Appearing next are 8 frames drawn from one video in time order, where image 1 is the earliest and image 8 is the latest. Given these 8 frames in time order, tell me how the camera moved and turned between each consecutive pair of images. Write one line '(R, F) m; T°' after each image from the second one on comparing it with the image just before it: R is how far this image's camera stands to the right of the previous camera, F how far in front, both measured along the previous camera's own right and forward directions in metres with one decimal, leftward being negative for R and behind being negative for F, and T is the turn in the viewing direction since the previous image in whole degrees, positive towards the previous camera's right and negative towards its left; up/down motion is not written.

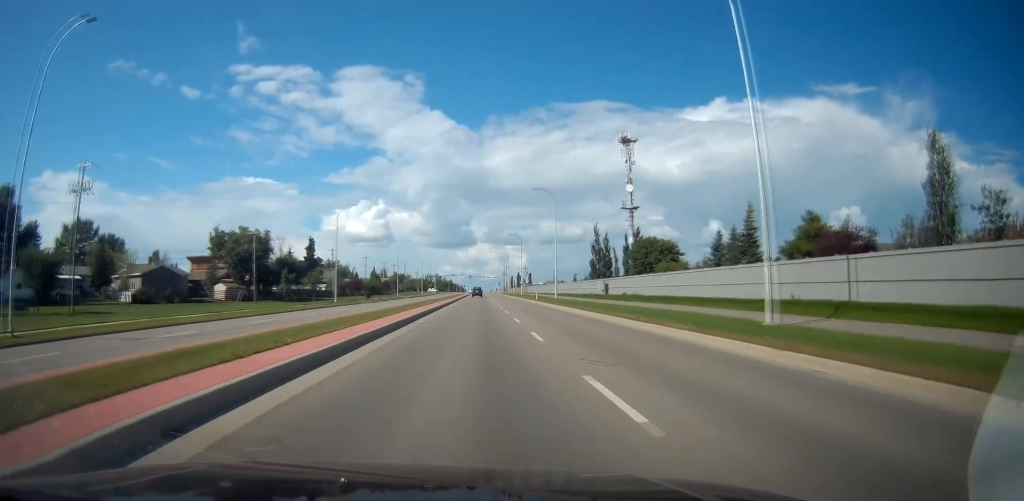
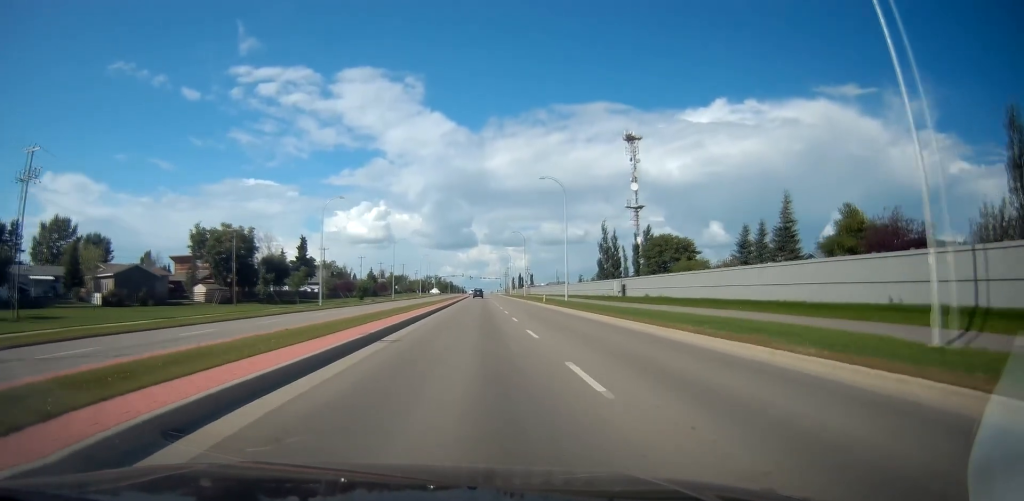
(0.0, +7.2) m; 0°
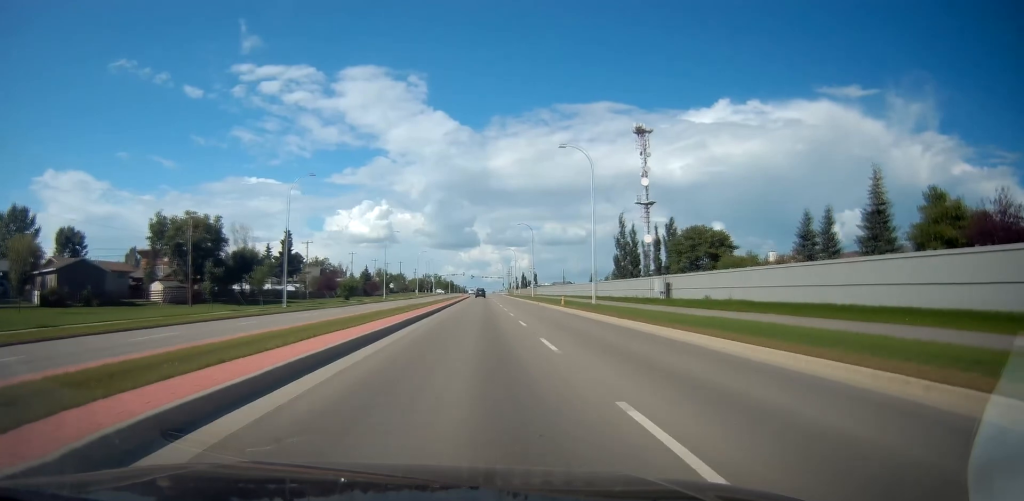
(0.0, +12.7) m; 0°
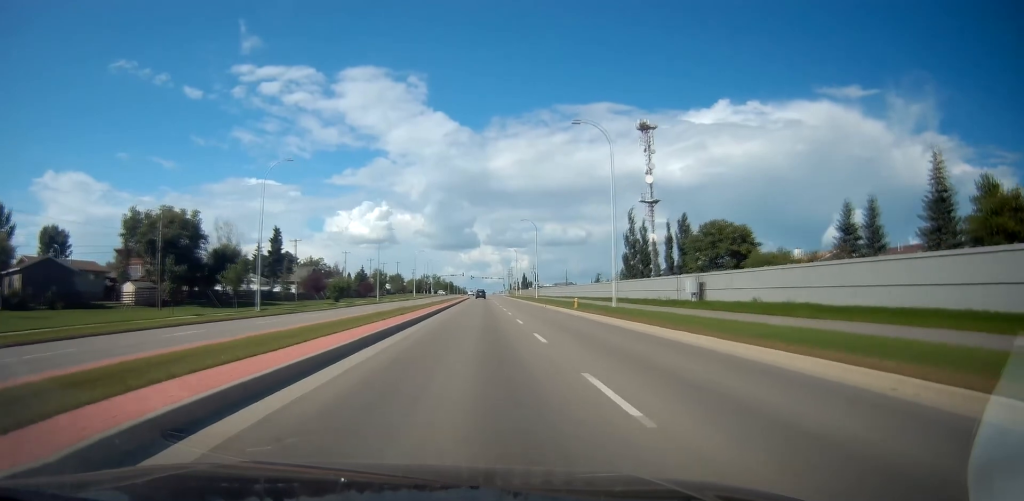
(0.0, +6.6) m; 0°
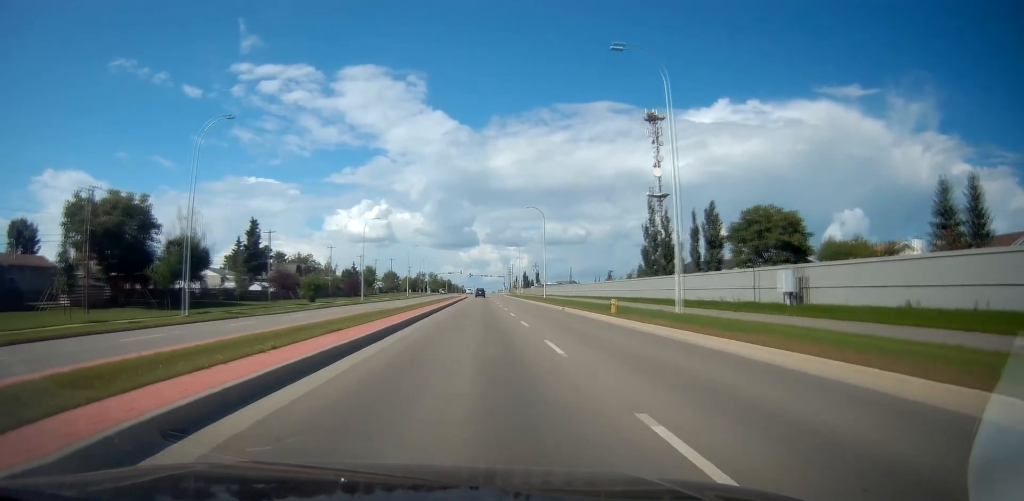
(0.0, +12.1) m; 0°
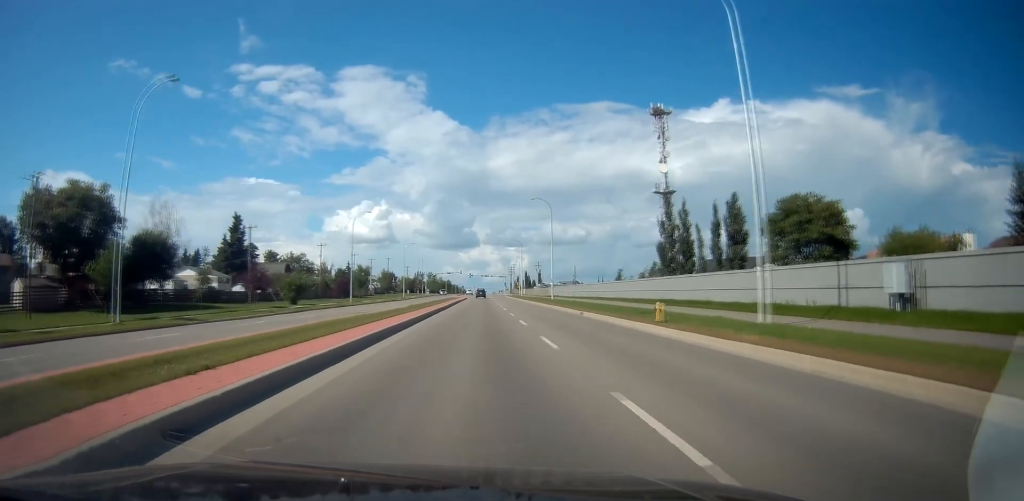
(0.0, +7.7) m; 0°
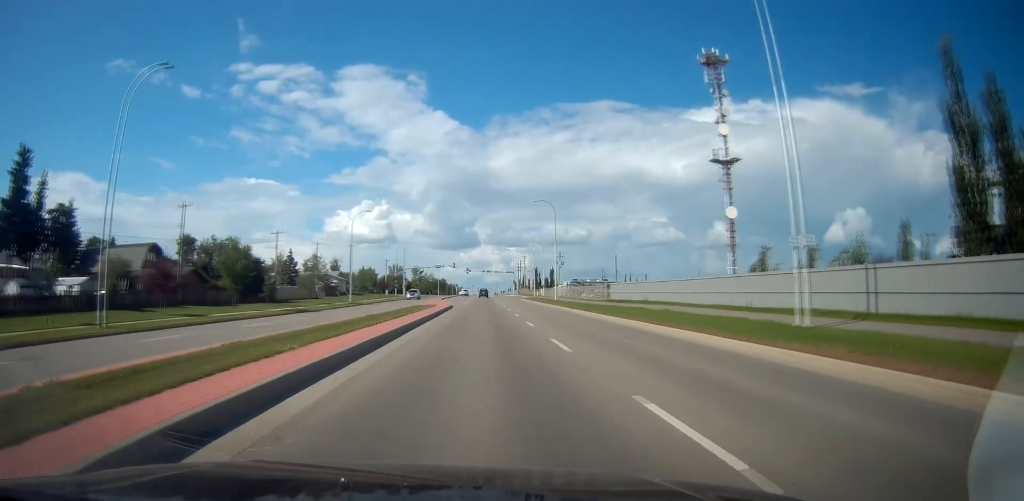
(0.0, +54.5) m; 0°
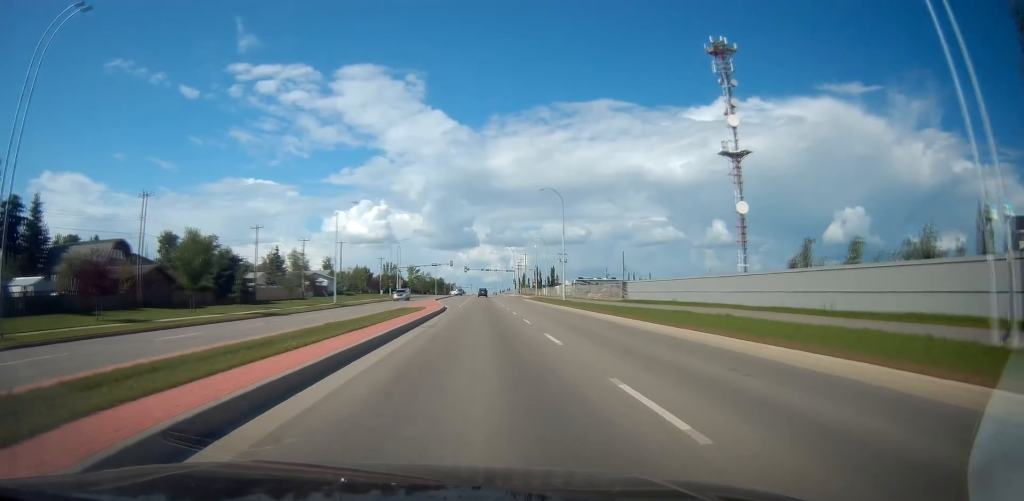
(0.0, +7.7) m; 0°
